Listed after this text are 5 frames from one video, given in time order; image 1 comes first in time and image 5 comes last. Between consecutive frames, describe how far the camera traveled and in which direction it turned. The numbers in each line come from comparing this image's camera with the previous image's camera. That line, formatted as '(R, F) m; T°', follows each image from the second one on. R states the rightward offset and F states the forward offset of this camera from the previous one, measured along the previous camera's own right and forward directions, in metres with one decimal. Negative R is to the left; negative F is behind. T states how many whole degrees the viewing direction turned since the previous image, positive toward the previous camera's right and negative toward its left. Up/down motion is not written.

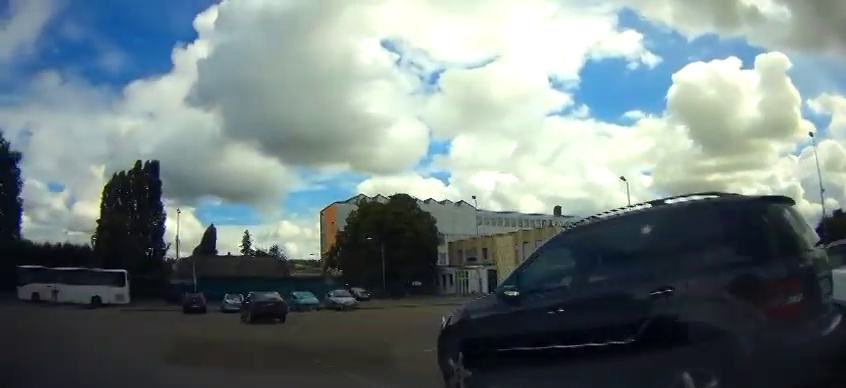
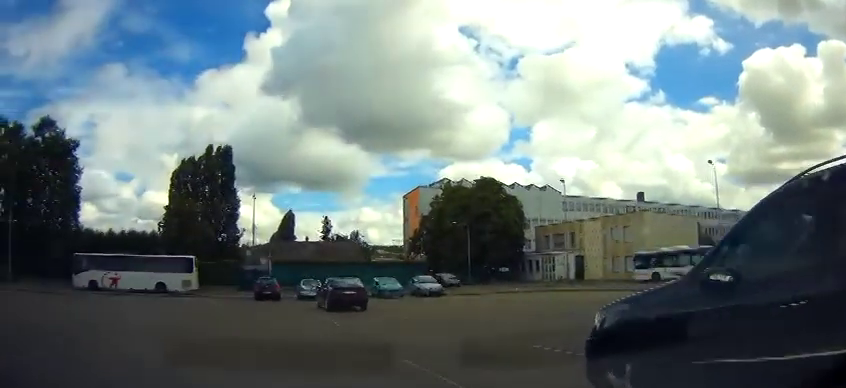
(+0.1, +2.2) m; -10°
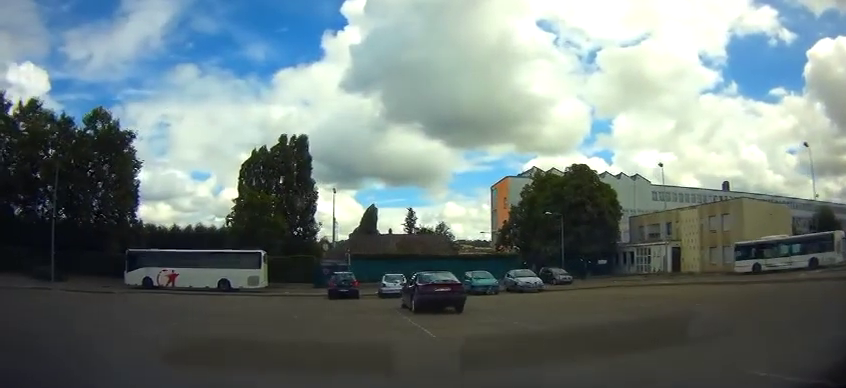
(-1.0, +2.7) m; -21°
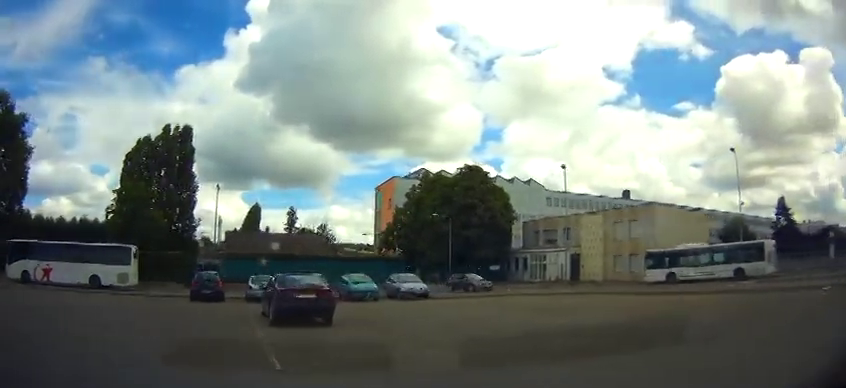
(+0.1, +3.0) m; +19°
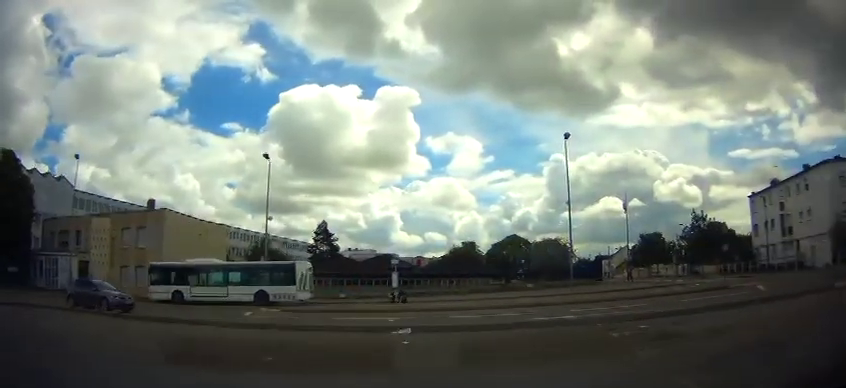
(+2.8, +5.4) m; +34°
